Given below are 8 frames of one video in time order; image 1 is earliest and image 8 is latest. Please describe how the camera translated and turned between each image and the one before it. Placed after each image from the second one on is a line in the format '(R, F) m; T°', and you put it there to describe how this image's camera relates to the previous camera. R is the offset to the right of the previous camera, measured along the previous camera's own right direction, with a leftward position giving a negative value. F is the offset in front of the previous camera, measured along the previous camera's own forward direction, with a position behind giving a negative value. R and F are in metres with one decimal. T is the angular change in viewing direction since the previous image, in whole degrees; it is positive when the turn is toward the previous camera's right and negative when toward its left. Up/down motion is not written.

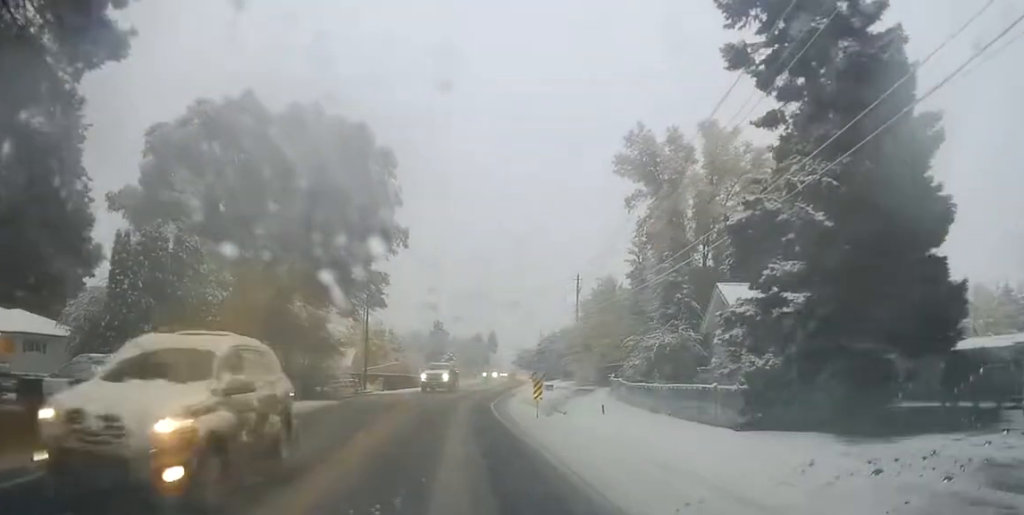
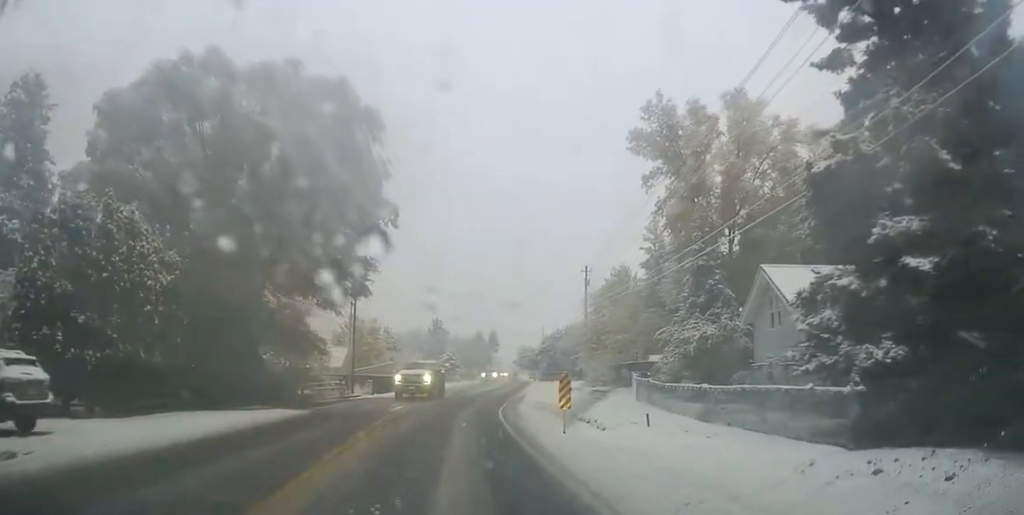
(+0.1, +6.1) m; 0°
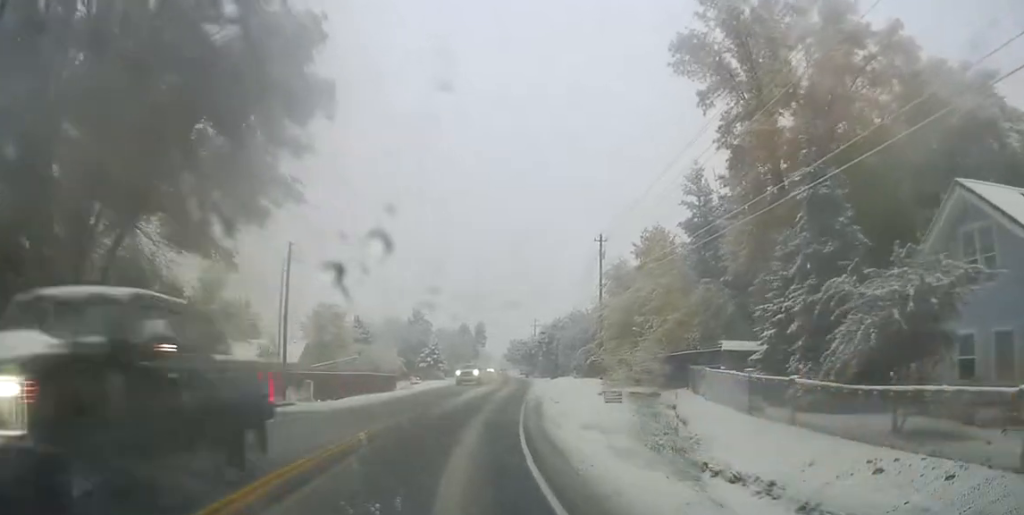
(0.0, +15.8) m; -1°
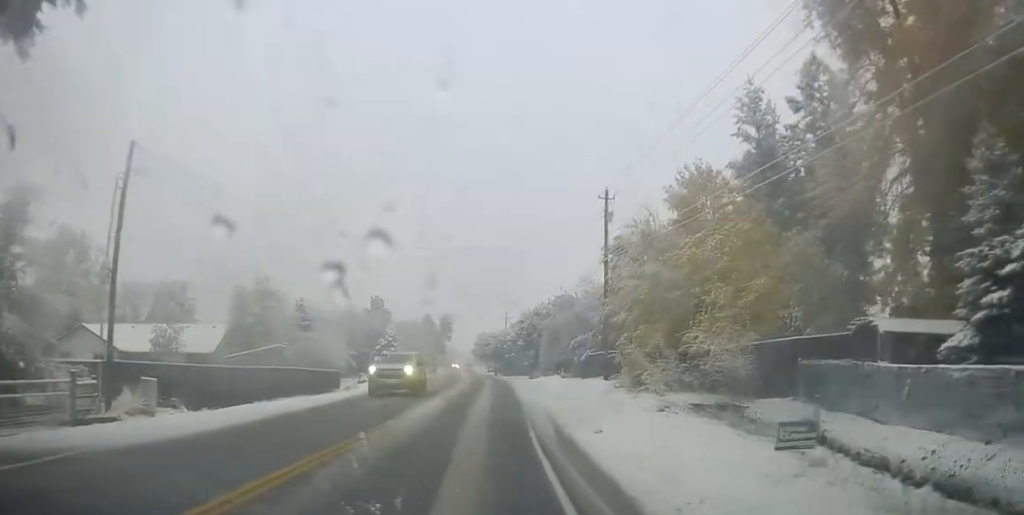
(-0.3, +14.9) m; +2°
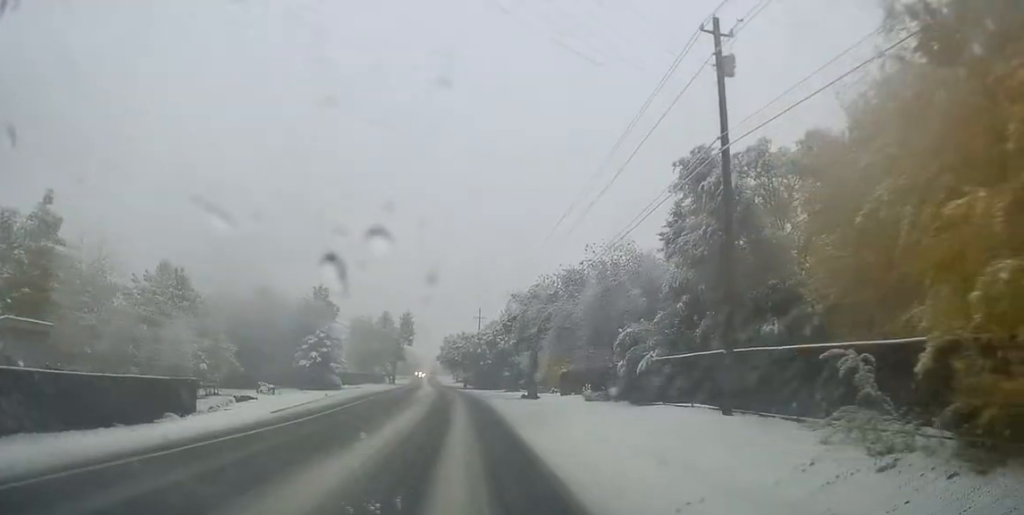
(+2.0, +25.3) m; +4°
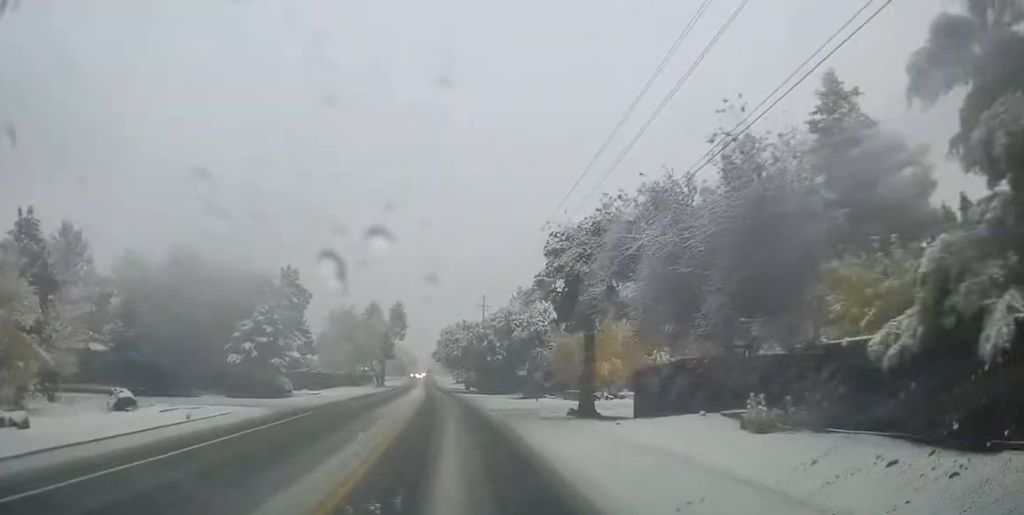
(-1.0, +19.9) m; -3°
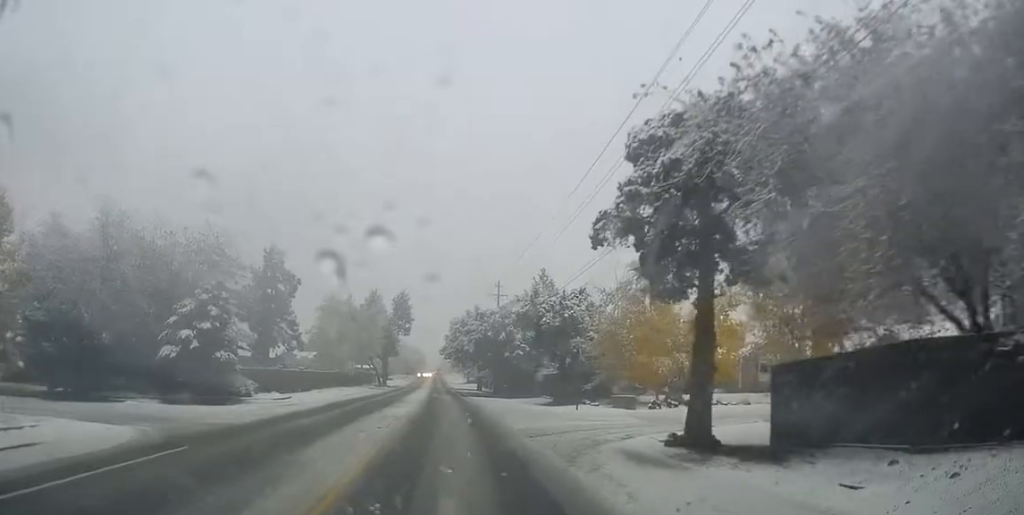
(0.0, +11.6) m; 0°
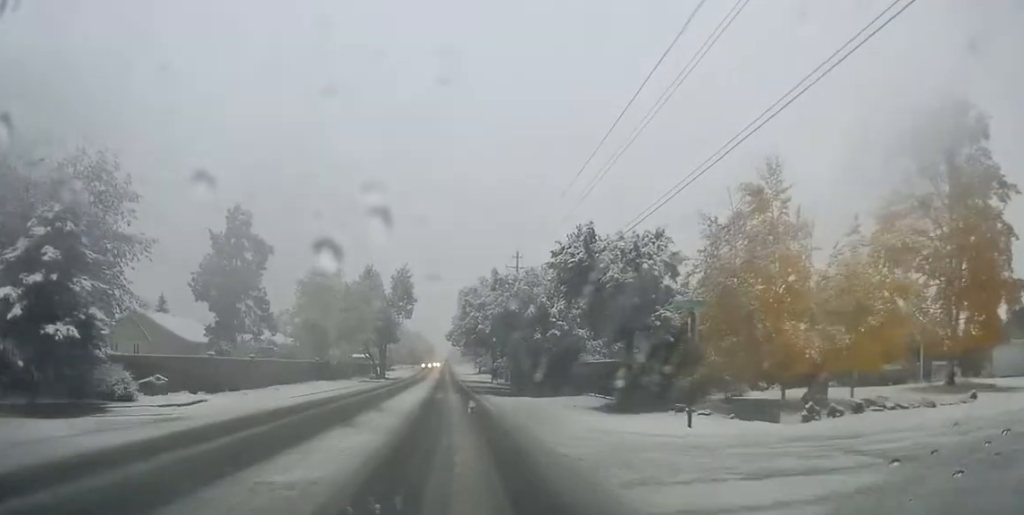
(0.0, +14.5) m; +1°
